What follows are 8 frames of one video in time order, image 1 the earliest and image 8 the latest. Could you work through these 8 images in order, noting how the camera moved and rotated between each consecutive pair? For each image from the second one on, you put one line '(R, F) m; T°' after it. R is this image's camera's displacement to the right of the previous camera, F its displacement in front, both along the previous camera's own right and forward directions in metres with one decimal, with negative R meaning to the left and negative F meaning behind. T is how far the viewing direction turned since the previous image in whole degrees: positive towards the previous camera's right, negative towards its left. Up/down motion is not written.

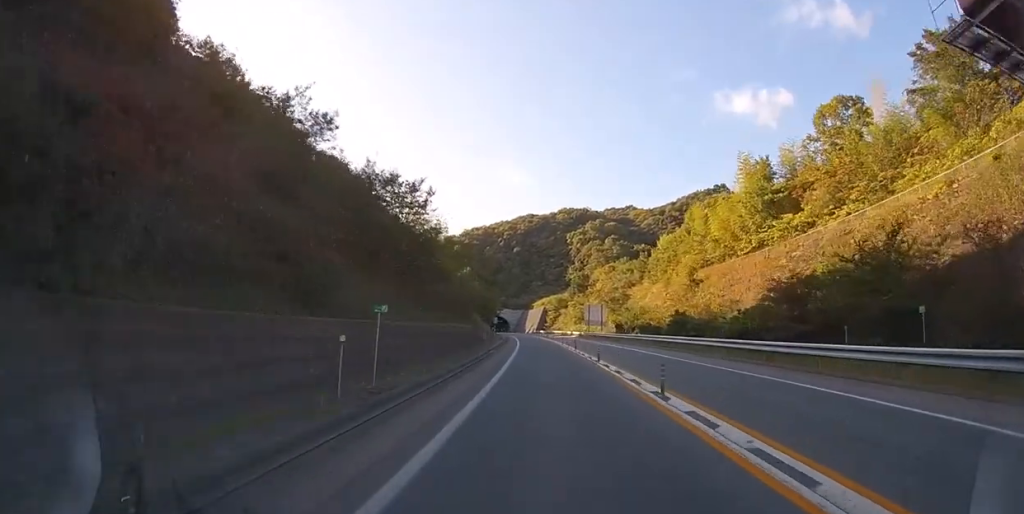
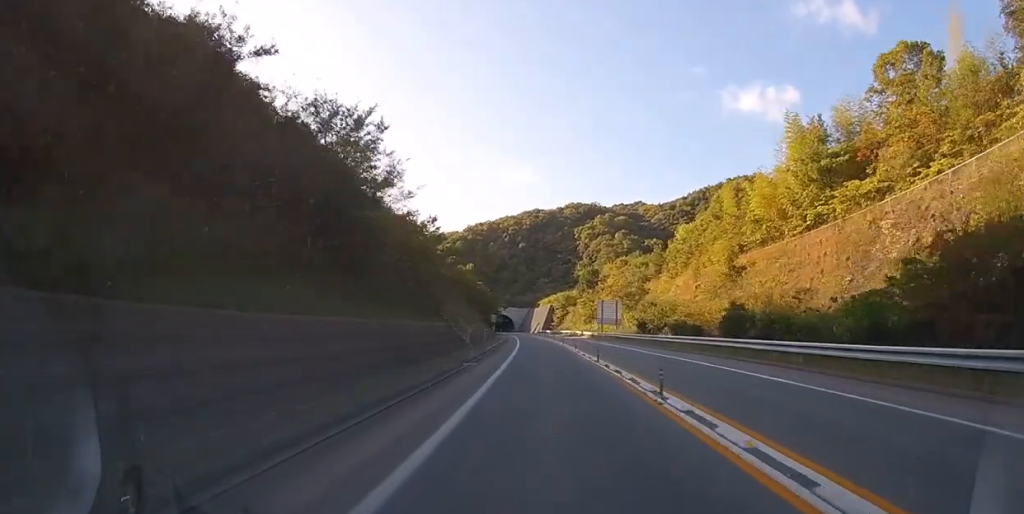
(0.0, +10.1) m; 0°
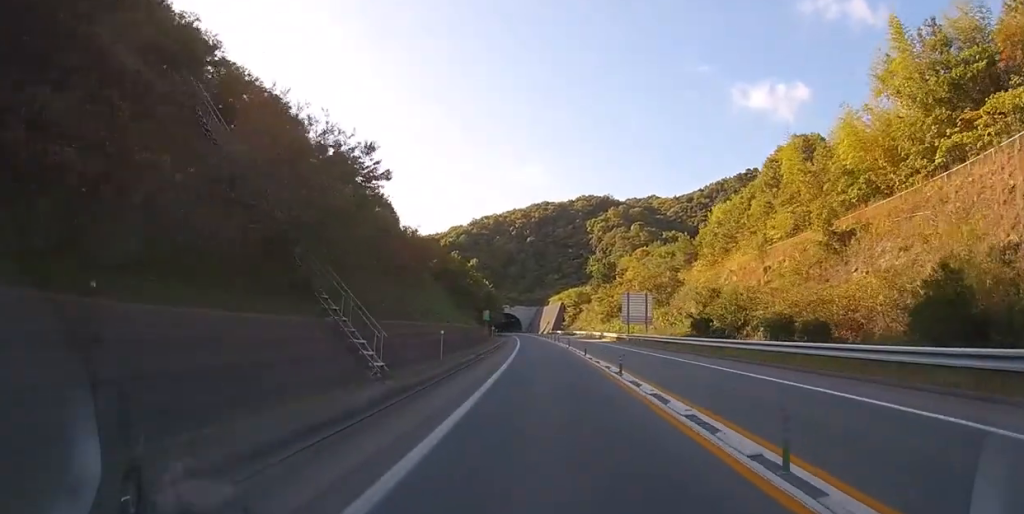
(-0.1, +15.2) m; -1°
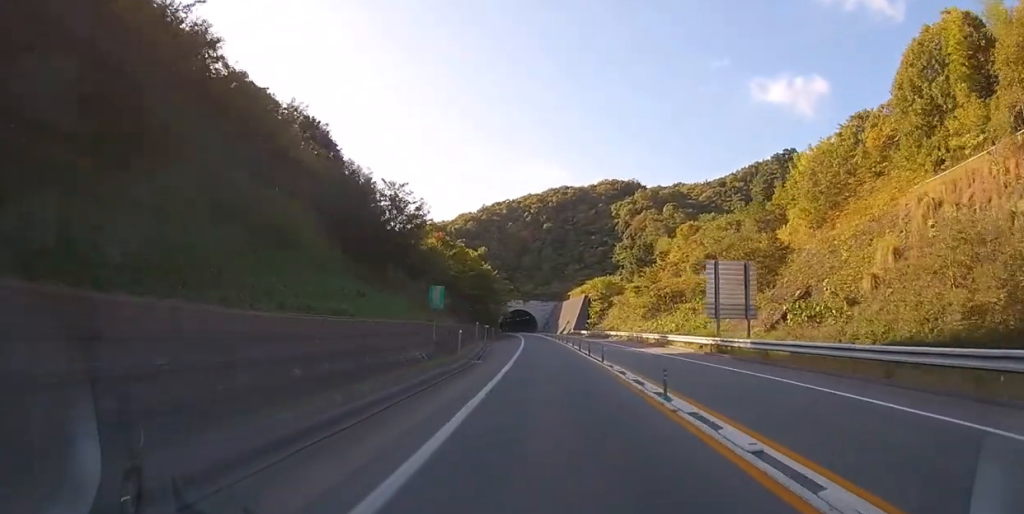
(-0.4, +24.4) m; -2°
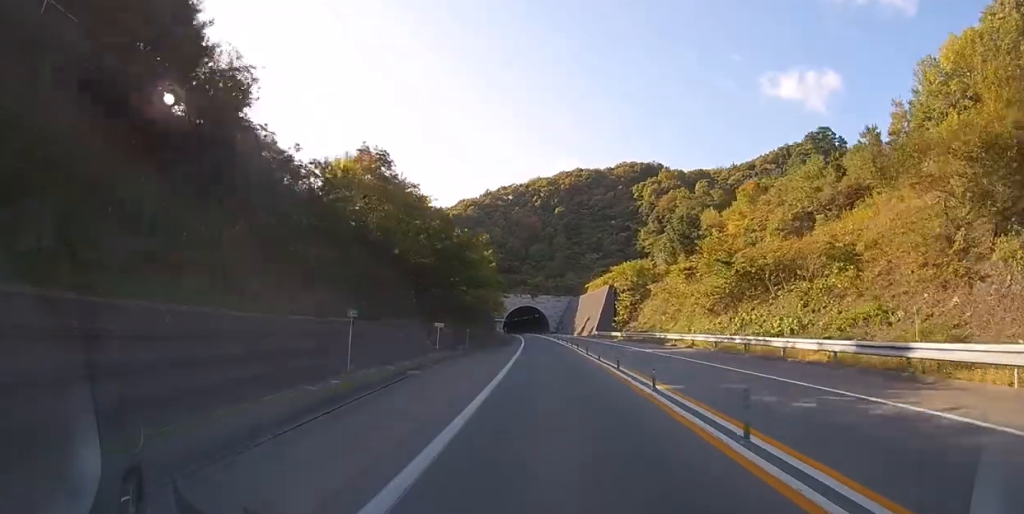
(-0.4, +23.5) m; -2°
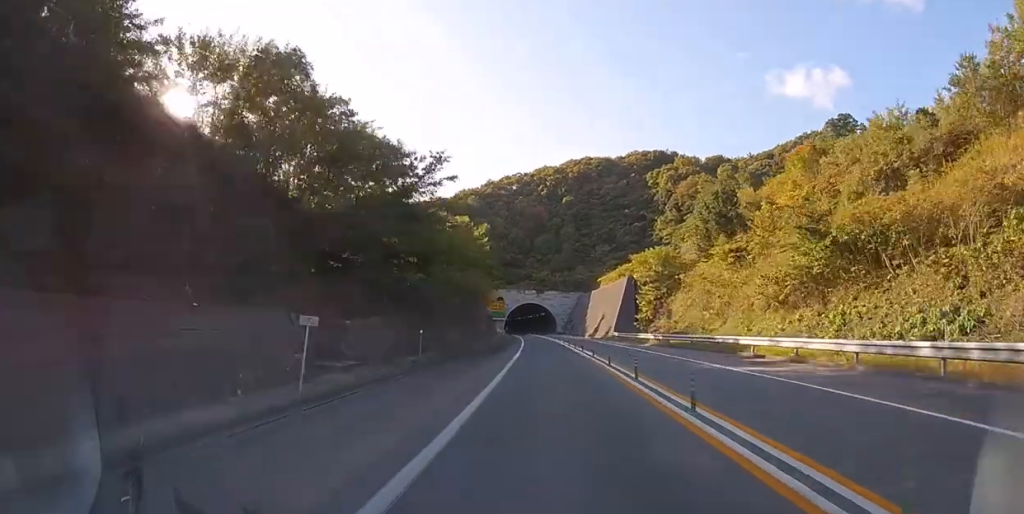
(-0.1, +12.7) m; -1°
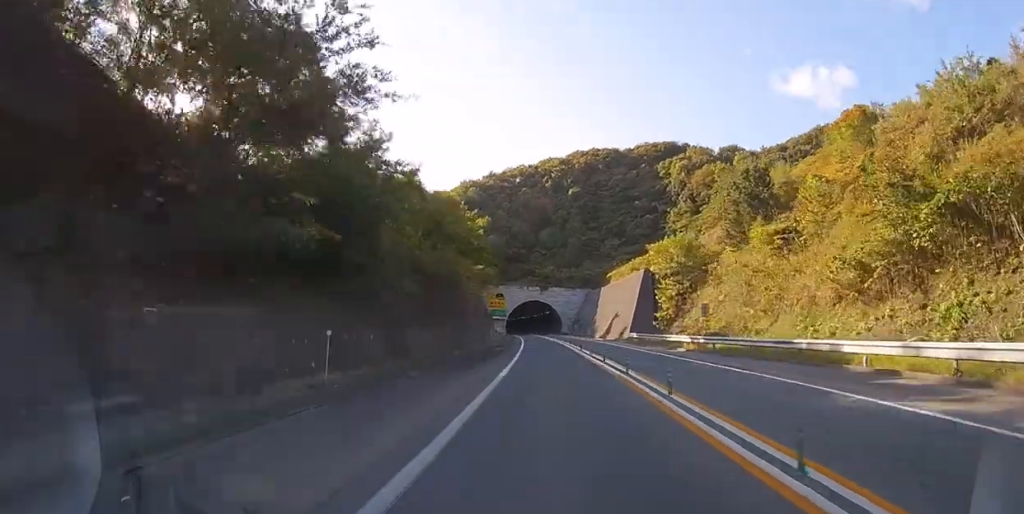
(0.0, +8.7) m; -1°
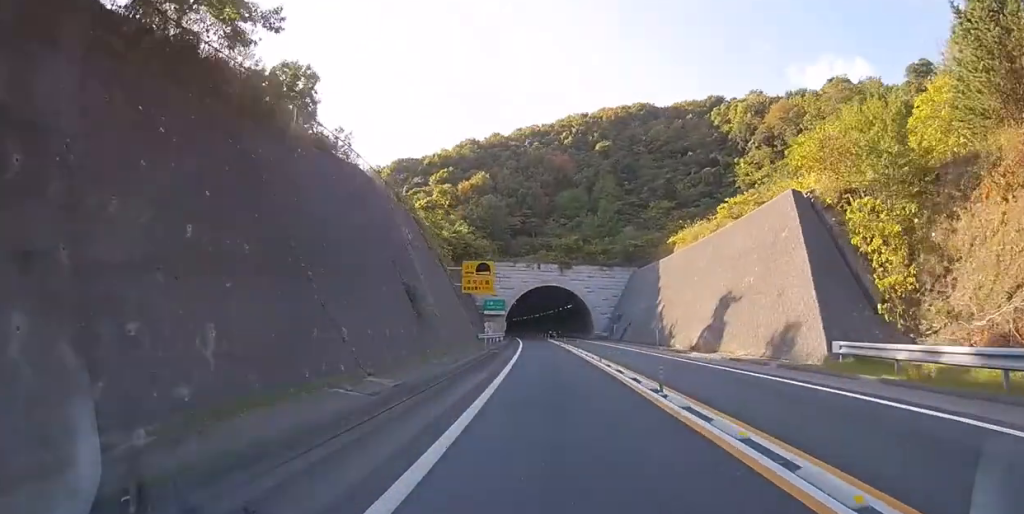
(-0.6, +33.8) m; -2°
